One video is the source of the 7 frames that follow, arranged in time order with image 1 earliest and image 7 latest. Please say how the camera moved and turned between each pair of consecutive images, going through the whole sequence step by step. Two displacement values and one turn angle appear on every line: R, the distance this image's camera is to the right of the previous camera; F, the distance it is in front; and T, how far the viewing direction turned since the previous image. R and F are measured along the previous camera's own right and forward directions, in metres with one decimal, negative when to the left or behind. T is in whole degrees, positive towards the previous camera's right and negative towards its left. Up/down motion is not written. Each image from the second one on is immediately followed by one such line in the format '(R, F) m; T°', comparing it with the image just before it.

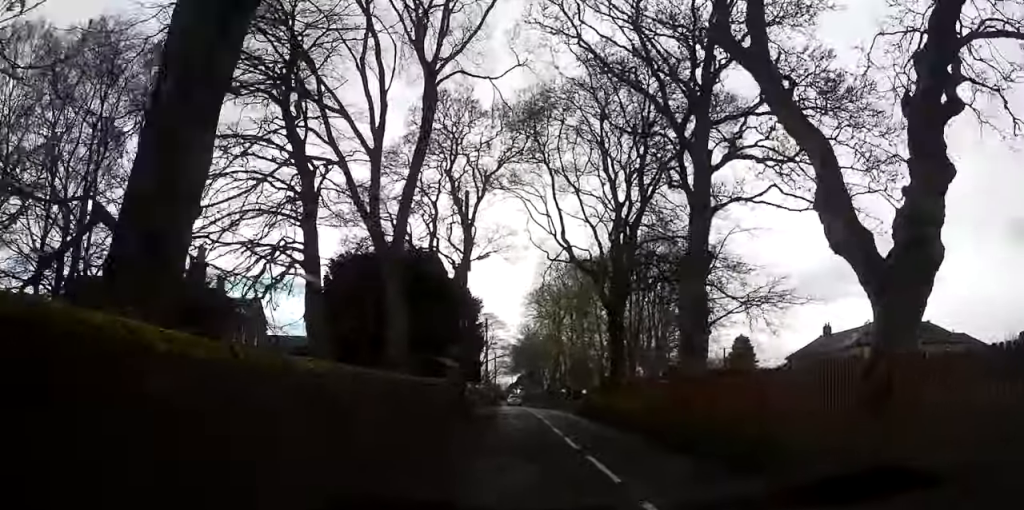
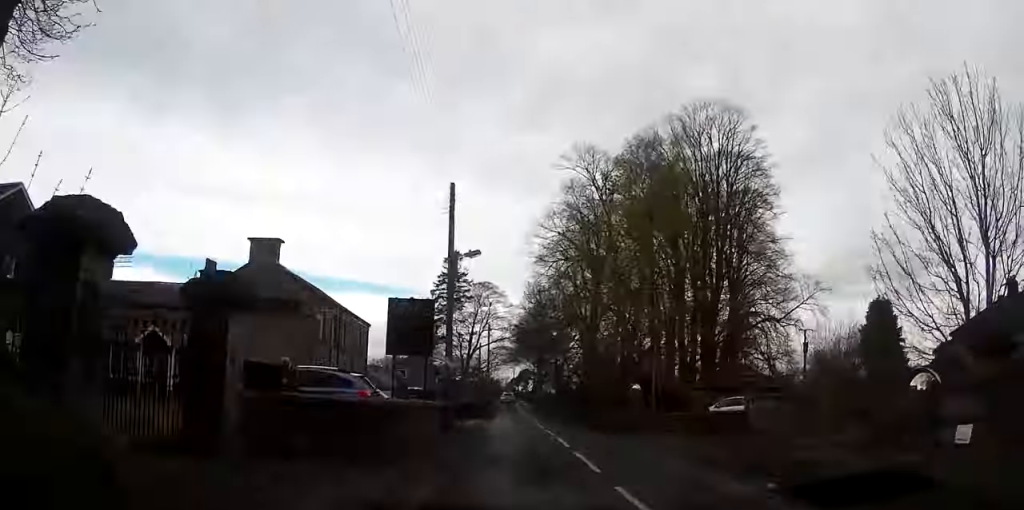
(-0.4, +39.1) m; 0°
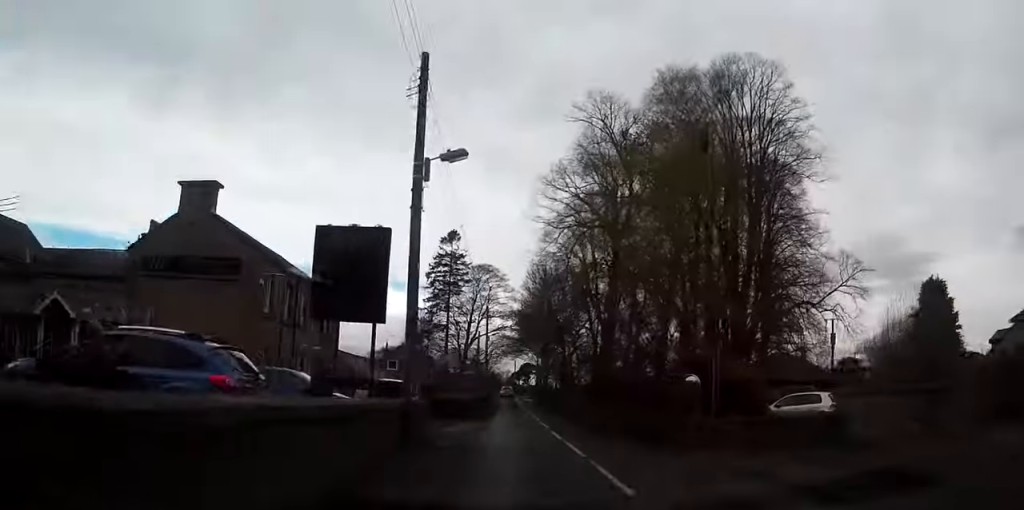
(+0.2, +9.1) m; 0°
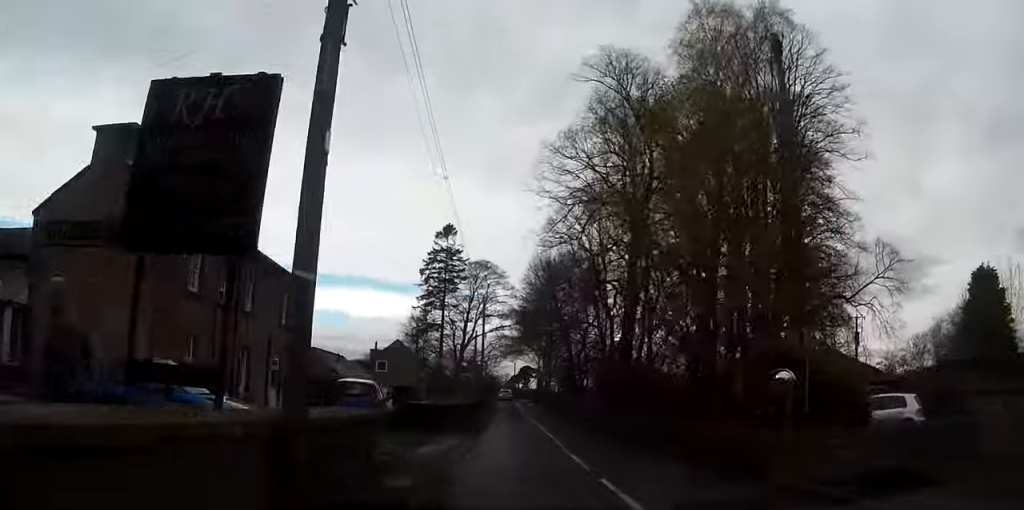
(0.0, +7.1) m; -1°
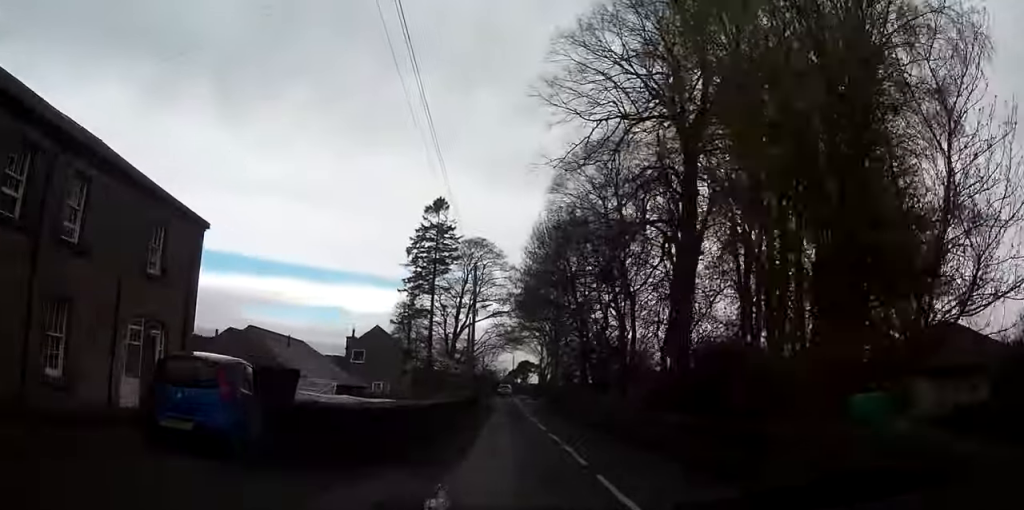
(-0.4, +12.0) m; -2°
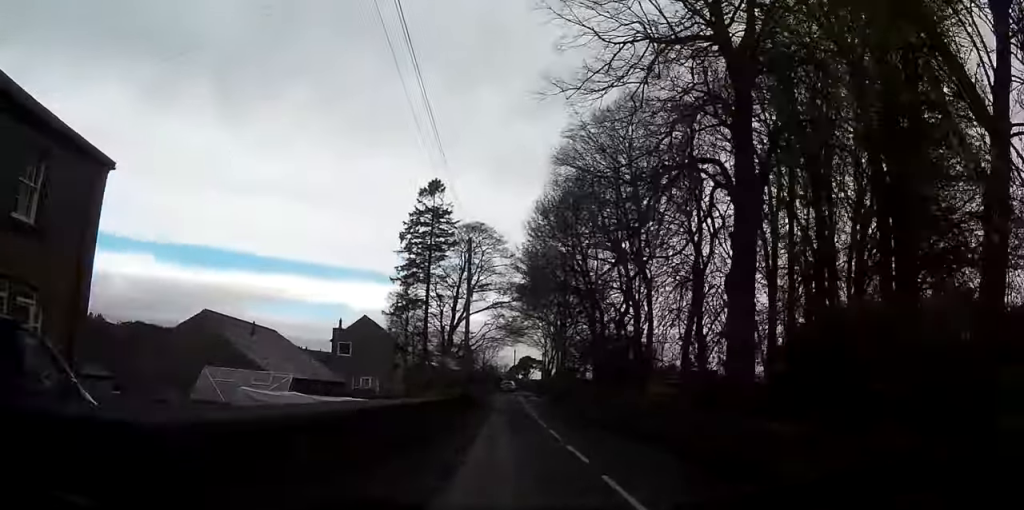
(-0.2, +6.3) m; 0°
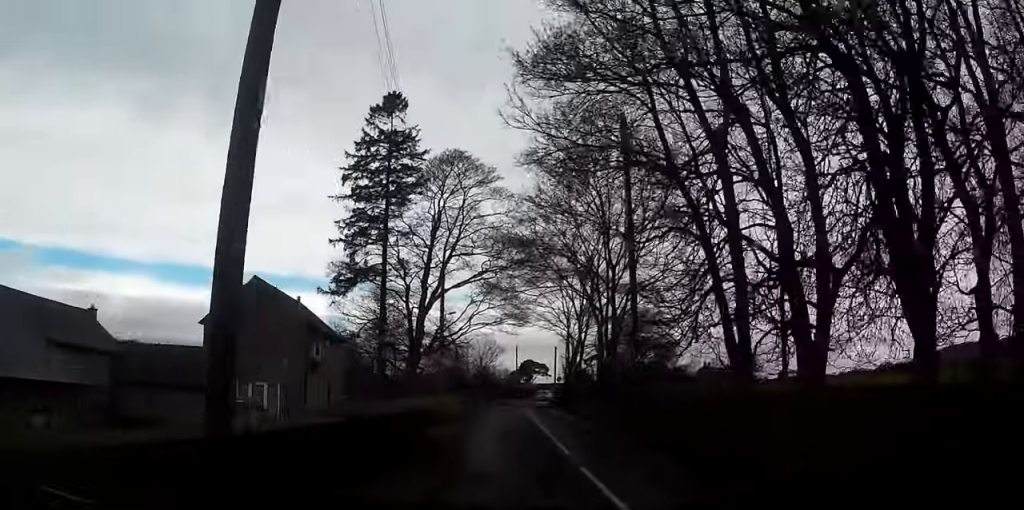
(+0.7, +28.3) m; +2°
